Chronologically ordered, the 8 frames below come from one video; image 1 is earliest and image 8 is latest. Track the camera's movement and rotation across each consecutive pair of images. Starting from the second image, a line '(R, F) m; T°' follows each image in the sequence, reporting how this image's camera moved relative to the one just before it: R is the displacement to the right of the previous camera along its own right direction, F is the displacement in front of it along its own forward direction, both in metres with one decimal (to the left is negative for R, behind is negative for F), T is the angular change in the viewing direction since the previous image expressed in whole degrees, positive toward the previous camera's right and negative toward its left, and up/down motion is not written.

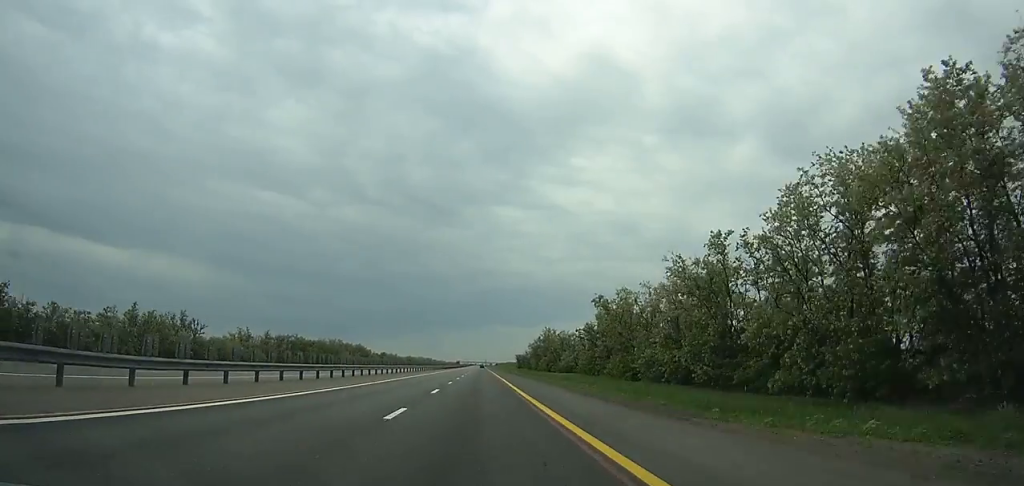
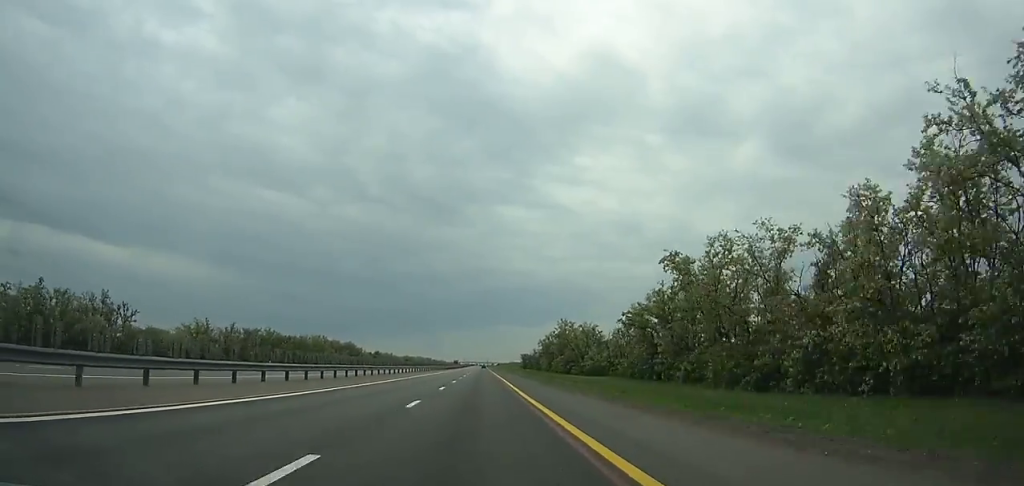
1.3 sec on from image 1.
(0.0, +33.1) m; 0°
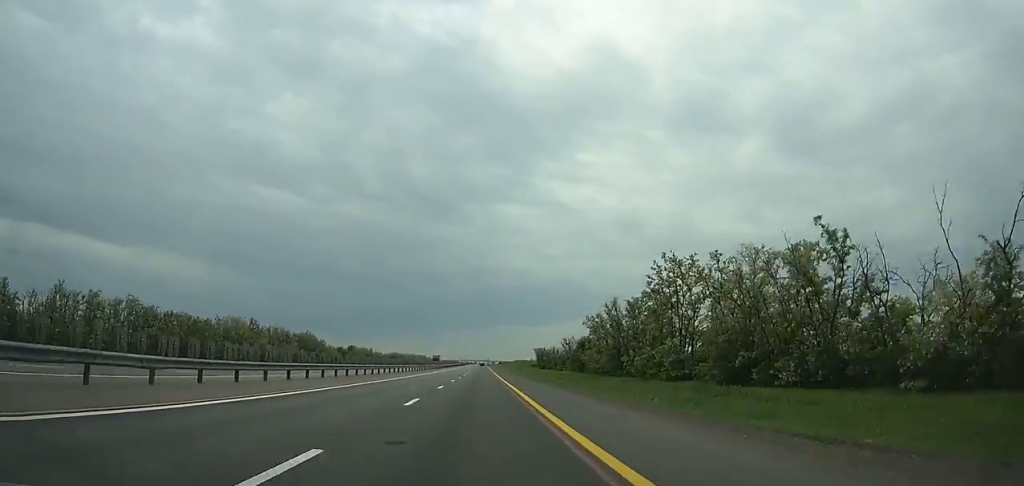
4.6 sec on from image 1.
(+0.1, +83.6) m; 0°
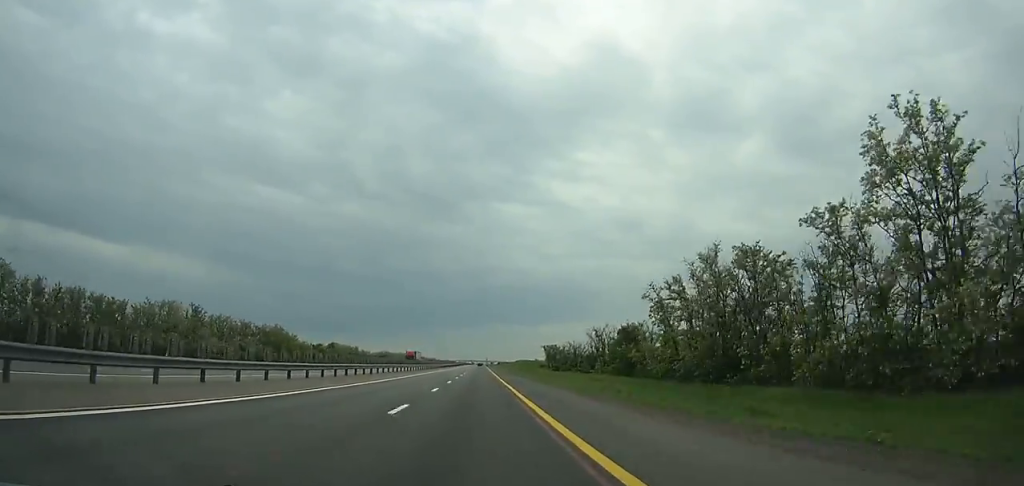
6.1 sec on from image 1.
(0.0, +37.8) m; 0°
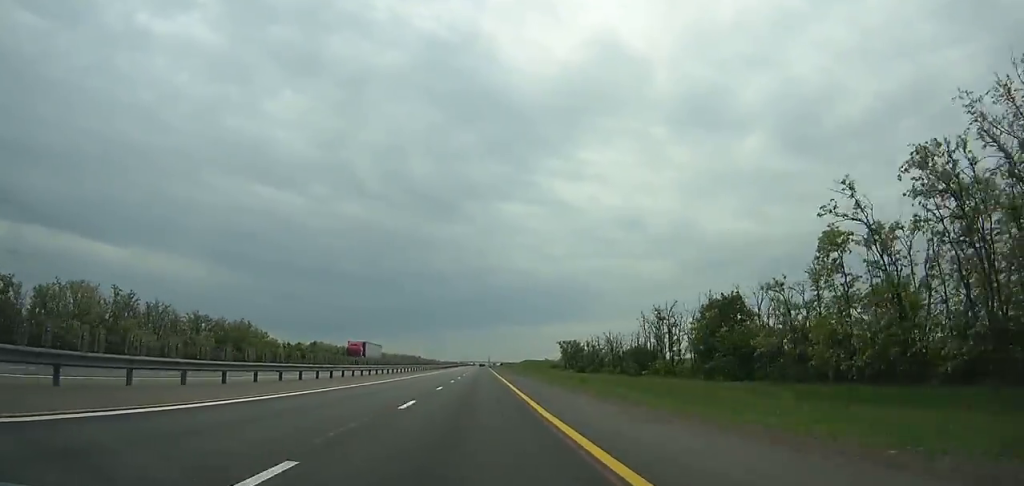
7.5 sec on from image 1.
(0.0, +35.3) m; 0°
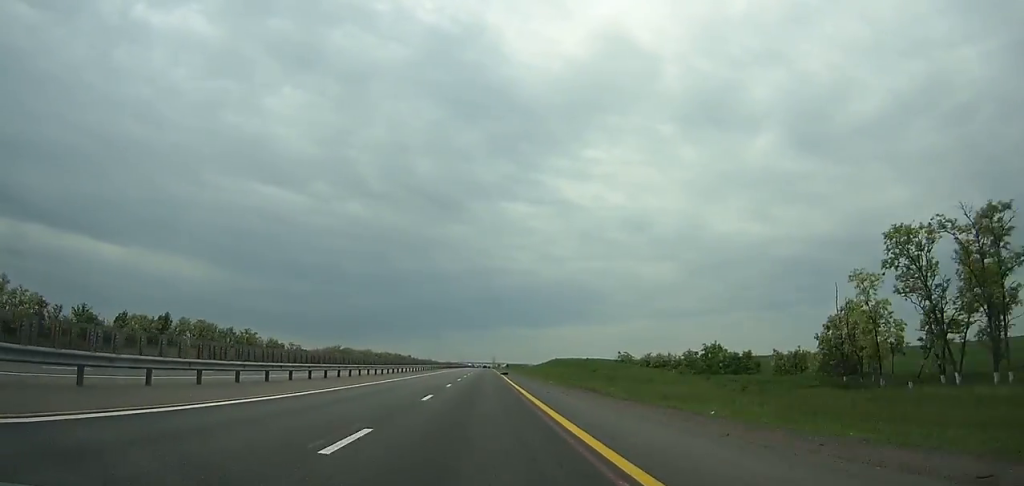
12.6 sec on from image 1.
(-0.3, +127.1) m; 0°
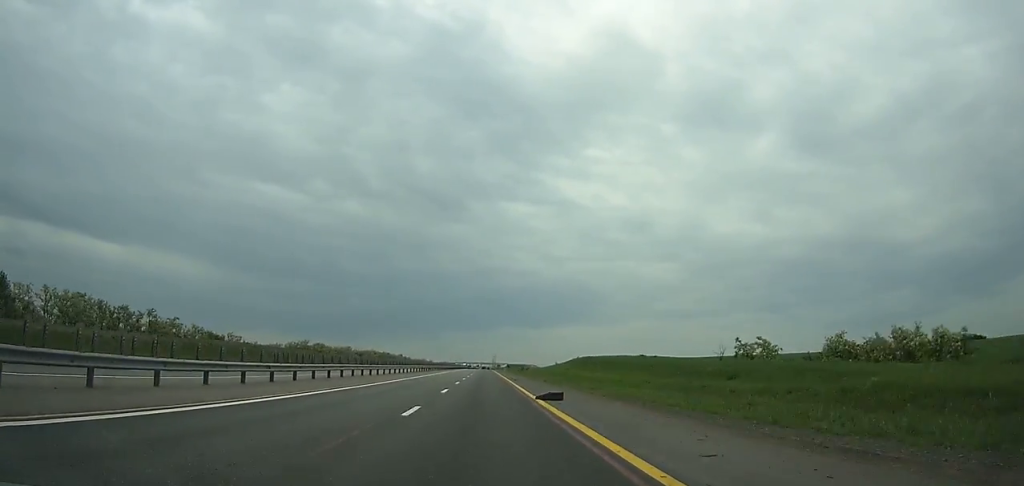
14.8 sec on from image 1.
(0.0, +54.3) m; 0°
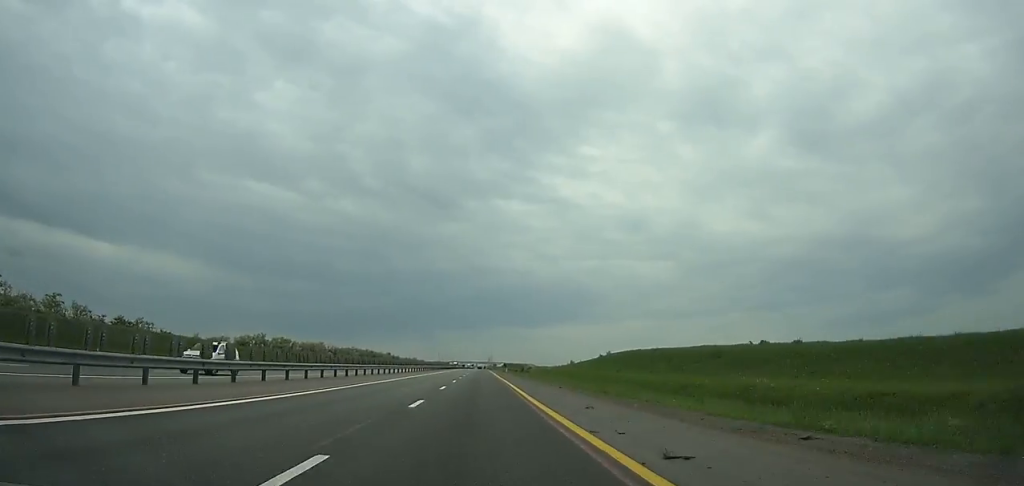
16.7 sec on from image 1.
(0.0, +46.7) m; 0°
